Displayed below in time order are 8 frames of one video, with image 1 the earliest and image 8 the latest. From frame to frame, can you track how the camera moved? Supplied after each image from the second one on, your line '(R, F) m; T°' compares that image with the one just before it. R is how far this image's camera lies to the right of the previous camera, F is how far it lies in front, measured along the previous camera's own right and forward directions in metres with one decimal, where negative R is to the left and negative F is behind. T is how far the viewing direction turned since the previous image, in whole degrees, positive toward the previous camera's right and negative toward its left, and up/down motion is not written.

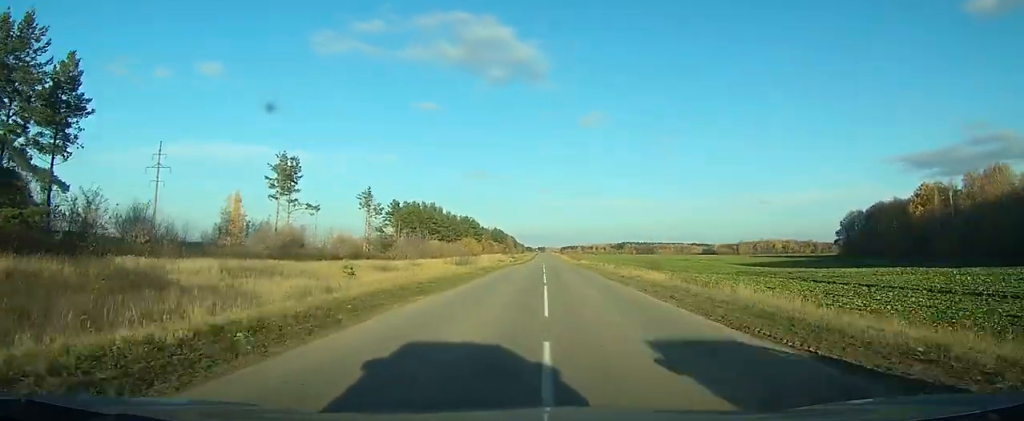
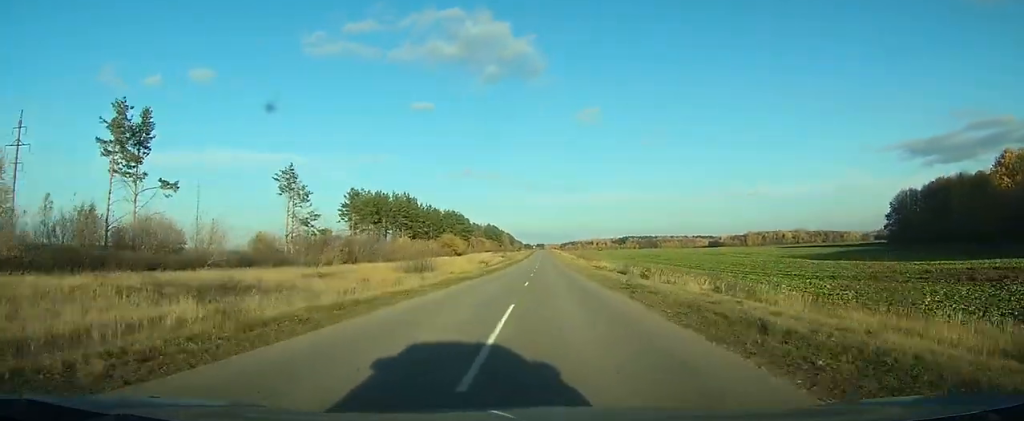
(+0.3, +45.1) m; +1°
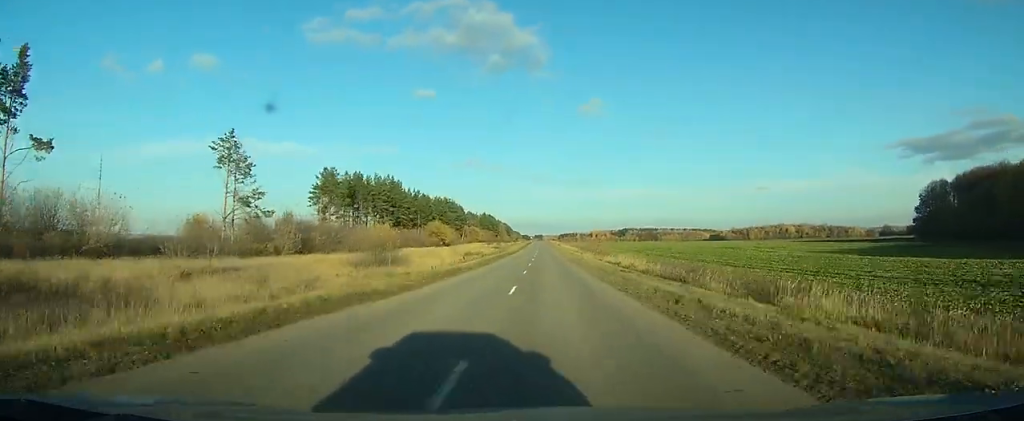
(+0.1, +20.7) m; 0°
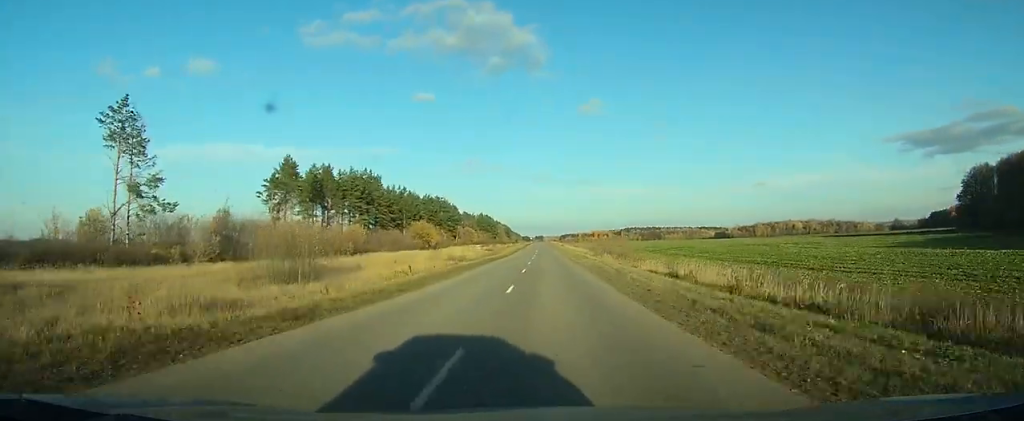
(0.0, +23.6) m; 0°
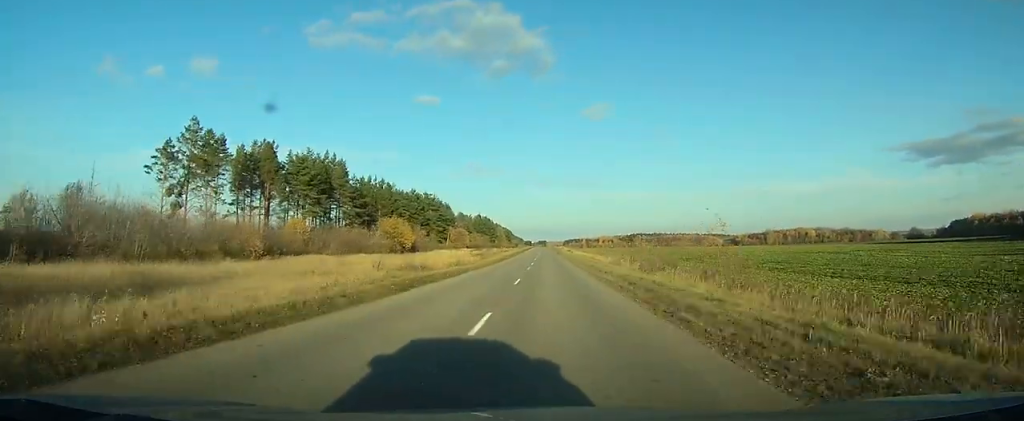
(-0.1, +31.3) m; 0°
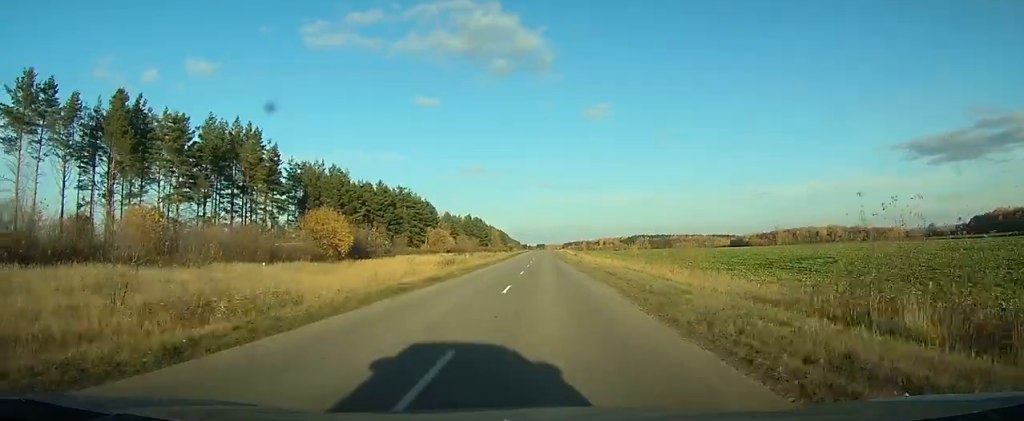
(+0.1, +37.5) m; +1°
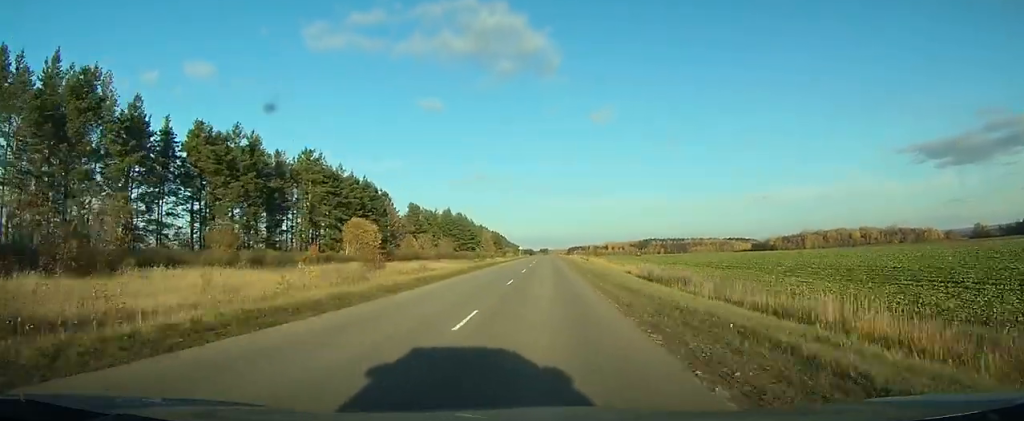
(+0.7, +80.4) m; 0°
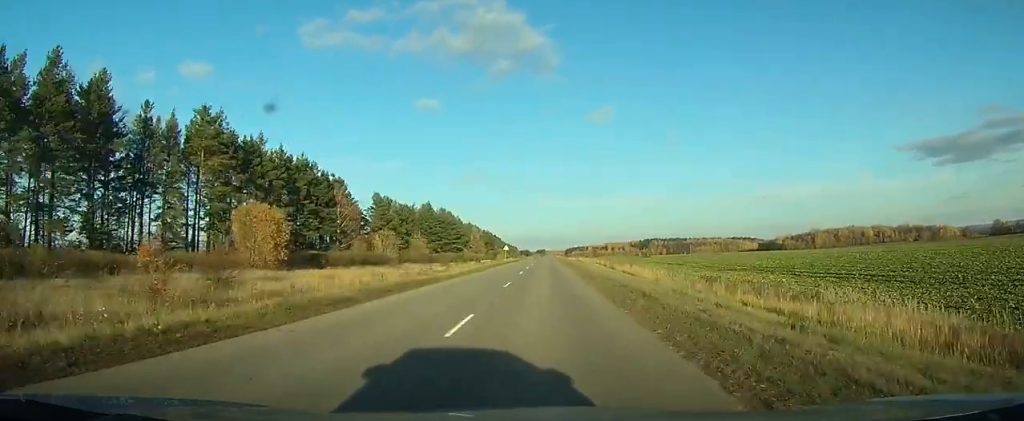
(0.0, +37.7) m; 0°
